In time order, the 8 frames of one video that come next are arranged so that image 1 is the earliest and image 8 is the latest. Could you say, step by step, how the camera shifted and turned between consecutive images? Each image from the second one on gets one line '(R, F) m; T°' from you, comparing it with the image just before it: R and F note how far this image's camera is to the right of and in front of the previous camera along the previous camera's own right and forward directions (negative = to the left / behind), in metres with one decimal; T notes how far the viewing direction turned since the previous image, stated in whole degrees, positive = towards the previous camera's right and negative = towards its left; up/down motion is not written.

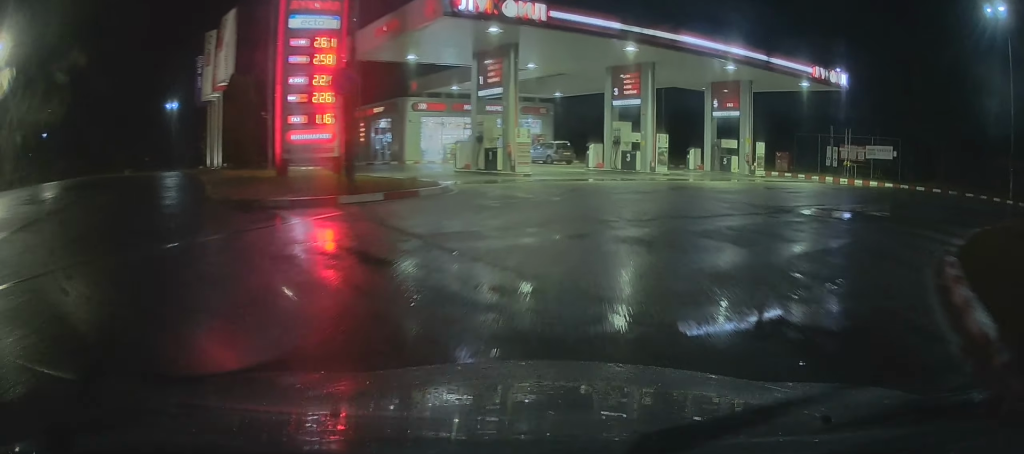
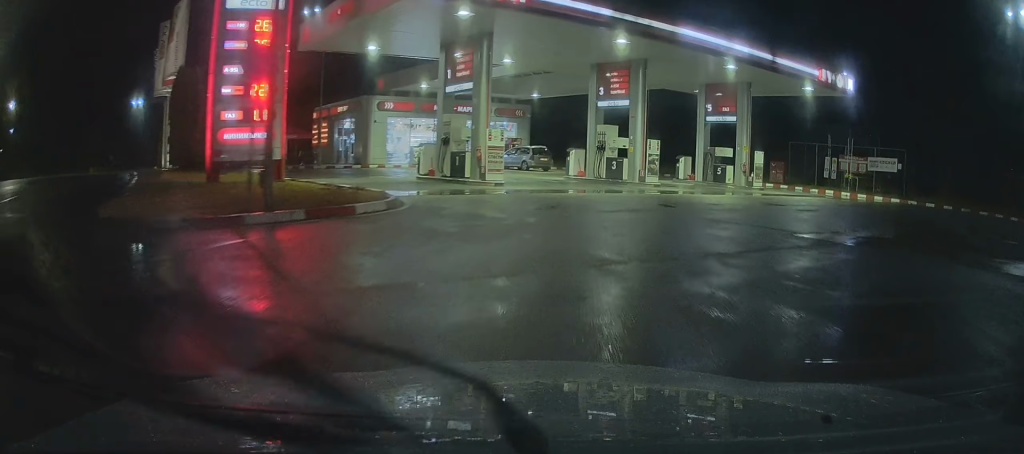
(+0.2, +3.1) m; +2°
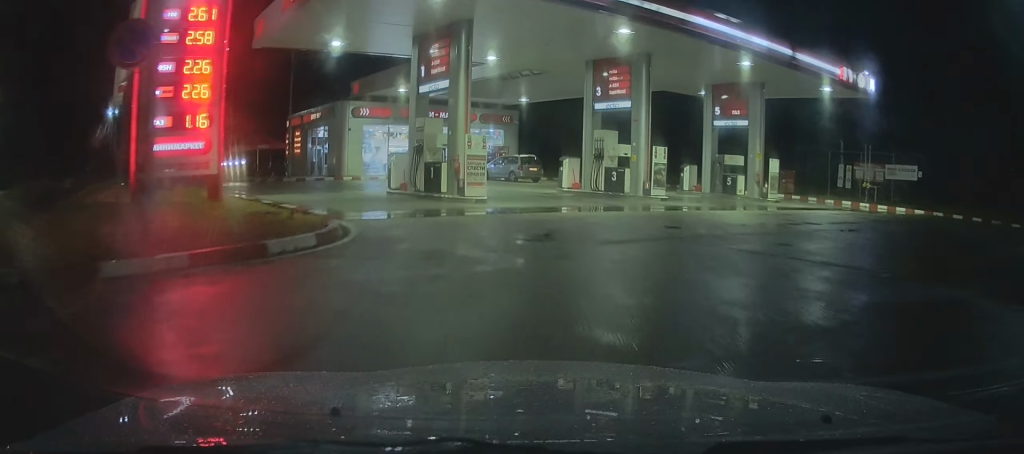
(0.0, +3.1) m; -2°
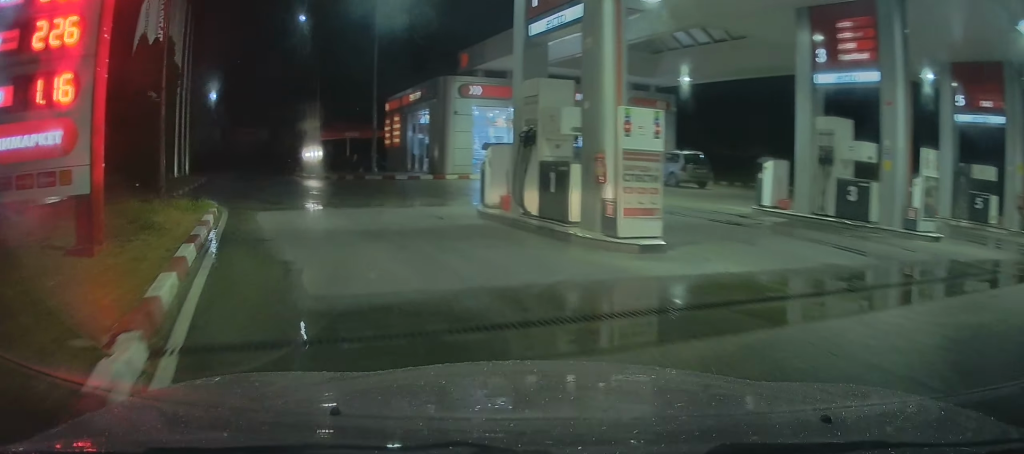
(-0.6, +8.4) m; -11°
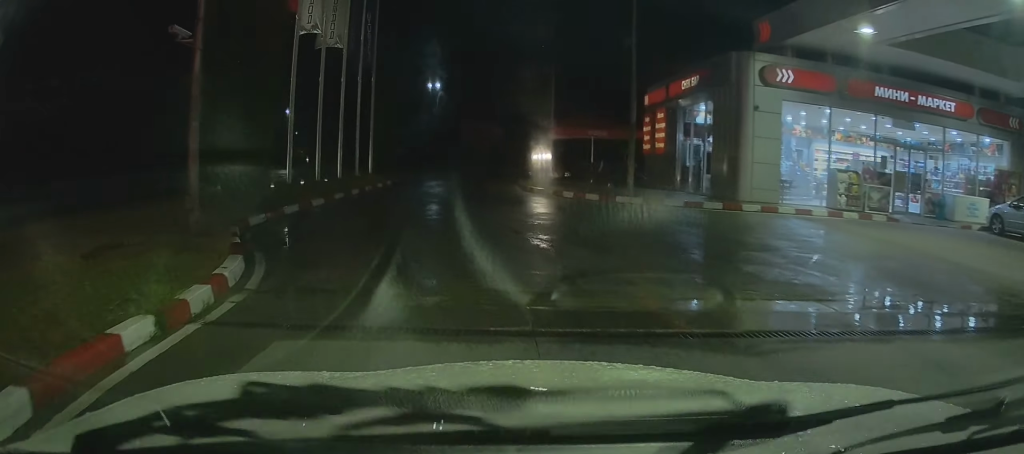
(-1.5, +9.4) m; -18°
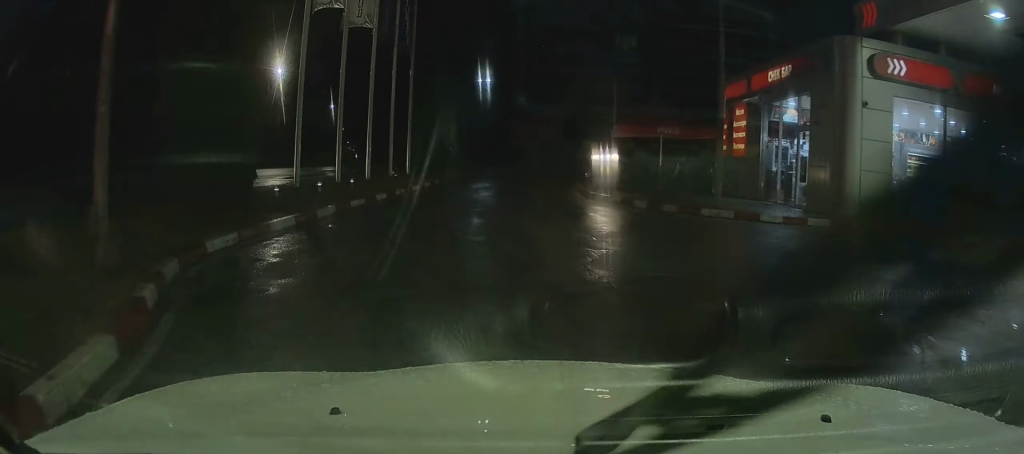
(-0.2, +3.4) m; -6°
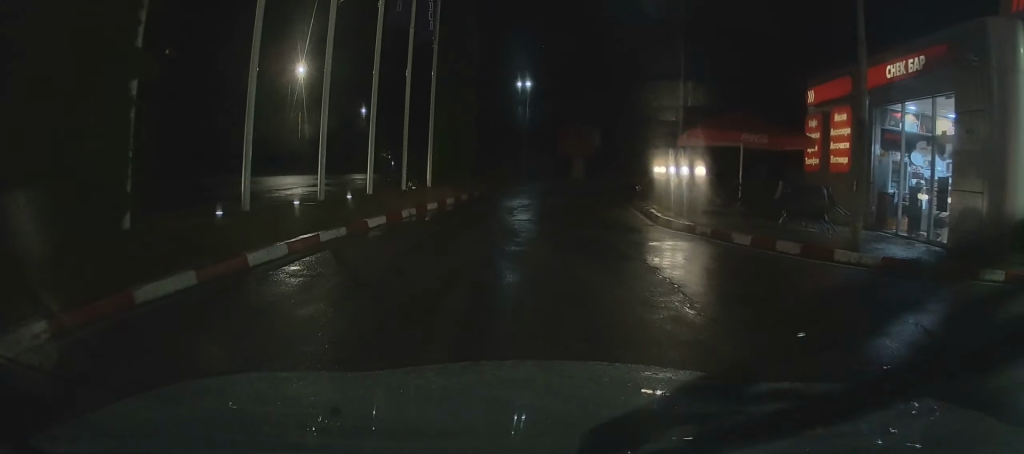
(-0.3, +4.6) m; -3°
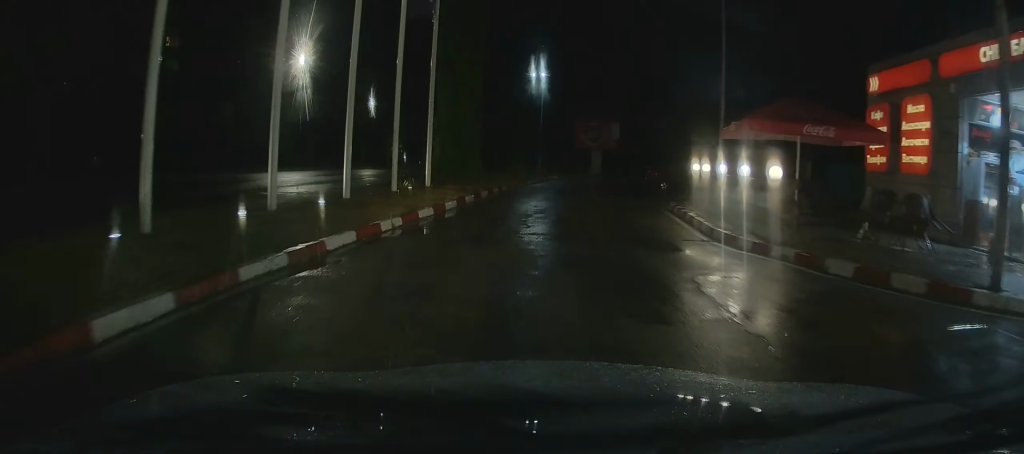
(0.0, +3.1) m; 0°
